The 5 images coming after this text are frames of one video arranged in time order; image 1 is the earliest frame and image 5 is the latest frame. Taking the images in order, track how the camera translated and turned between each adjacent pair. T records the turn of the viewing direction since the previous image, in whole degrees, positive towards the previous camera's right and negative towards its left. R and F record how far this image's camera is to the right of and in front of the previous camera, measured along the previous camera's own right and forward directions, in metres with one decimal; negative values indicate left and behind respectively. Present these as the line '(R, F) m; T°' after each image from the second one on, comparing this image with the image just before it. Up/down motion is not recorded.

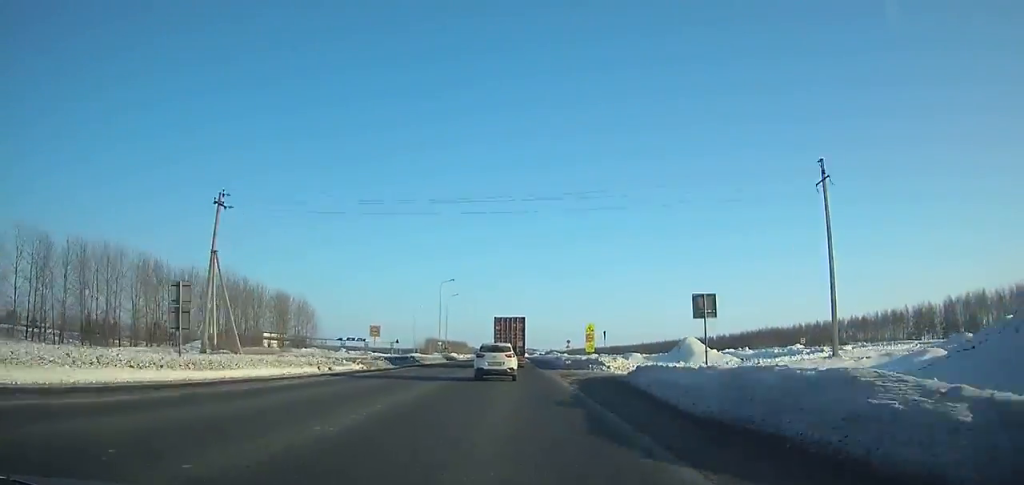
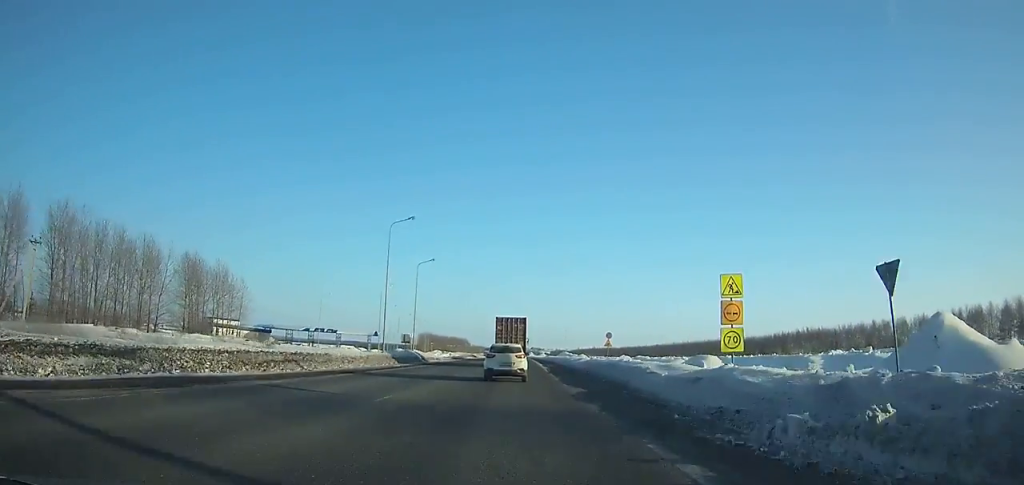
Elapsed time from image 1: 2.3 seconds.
(-0.1, +40.5) m; 0°
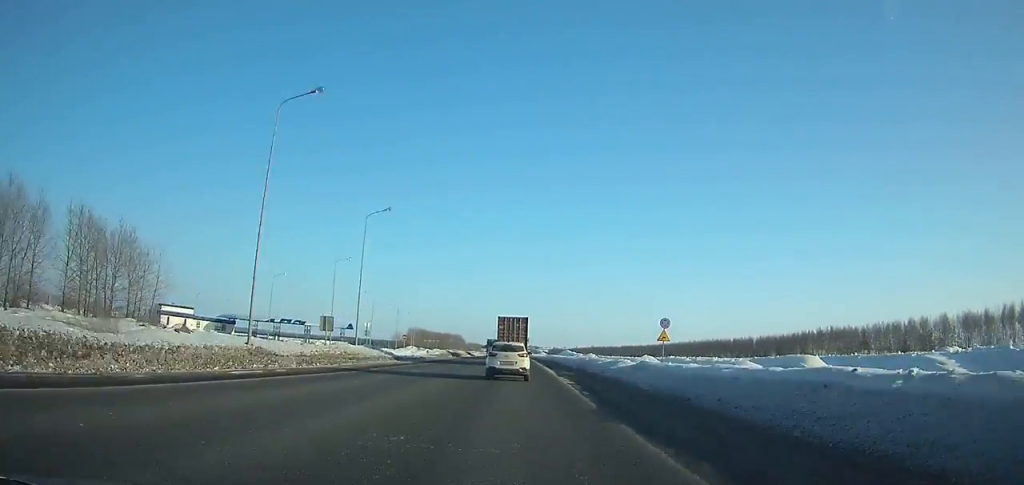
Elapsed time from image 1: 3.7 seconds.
(+0.1, +25.0) m; 0°
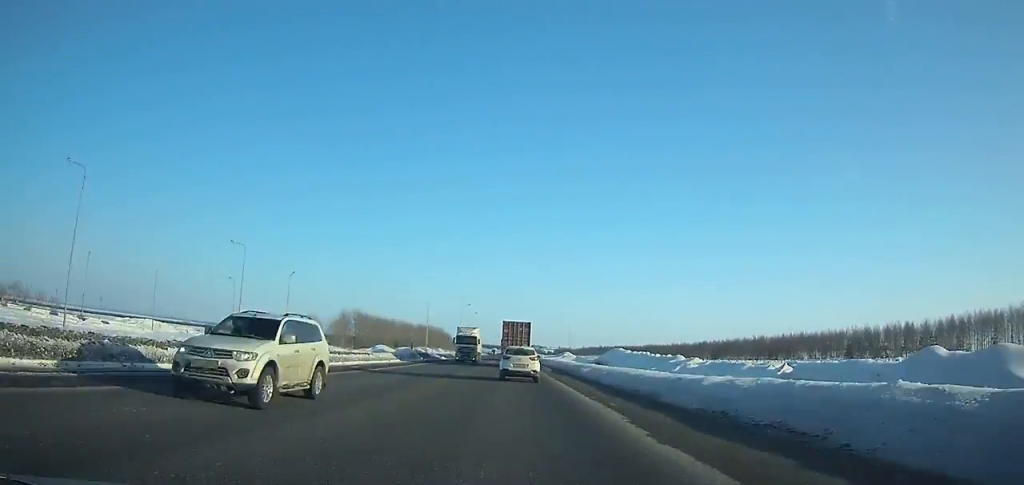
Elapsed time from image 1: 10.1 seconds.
(-0.6, +117.9) m; -1°
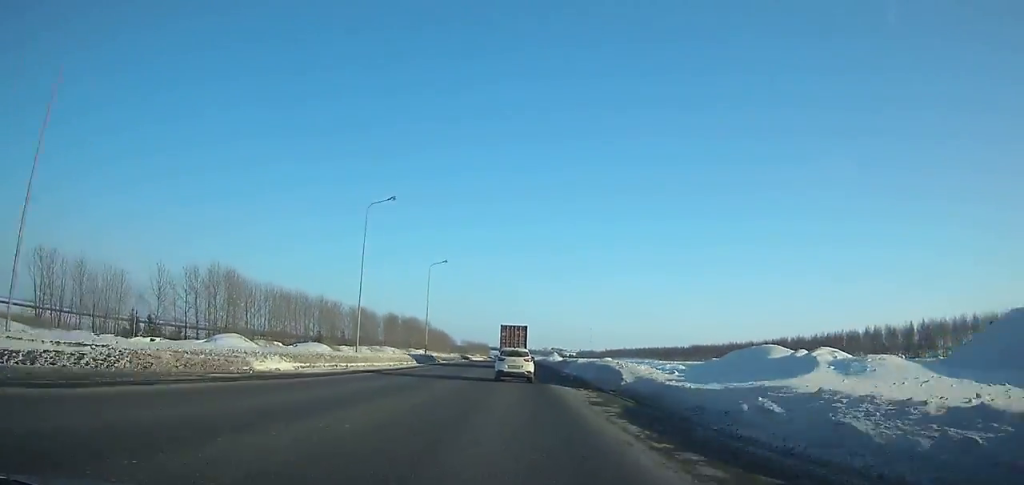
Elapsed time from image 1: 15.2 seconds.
(-1.1, +98.6) m; -1°
